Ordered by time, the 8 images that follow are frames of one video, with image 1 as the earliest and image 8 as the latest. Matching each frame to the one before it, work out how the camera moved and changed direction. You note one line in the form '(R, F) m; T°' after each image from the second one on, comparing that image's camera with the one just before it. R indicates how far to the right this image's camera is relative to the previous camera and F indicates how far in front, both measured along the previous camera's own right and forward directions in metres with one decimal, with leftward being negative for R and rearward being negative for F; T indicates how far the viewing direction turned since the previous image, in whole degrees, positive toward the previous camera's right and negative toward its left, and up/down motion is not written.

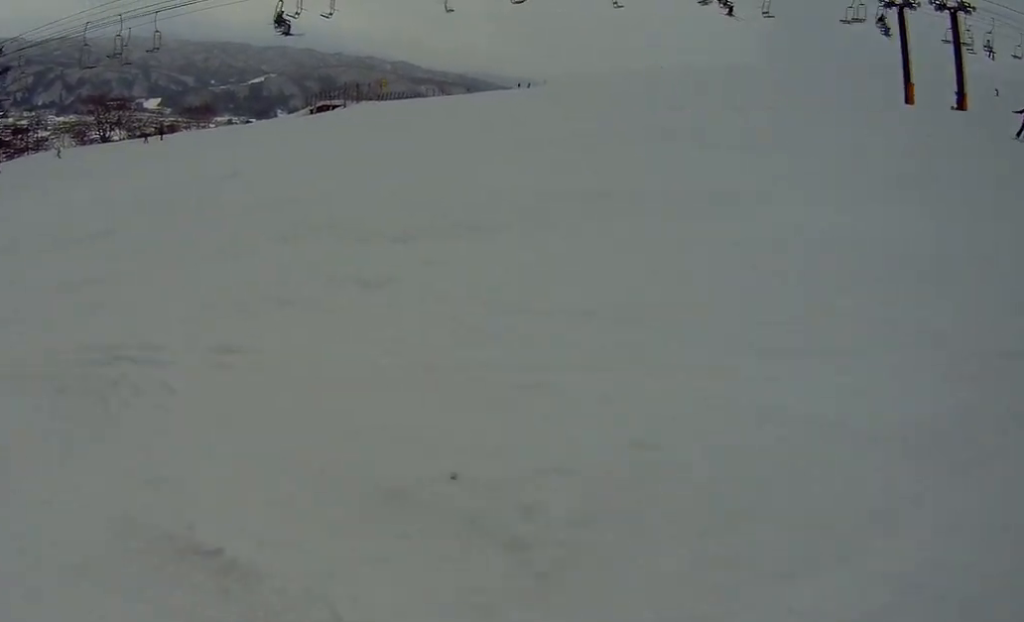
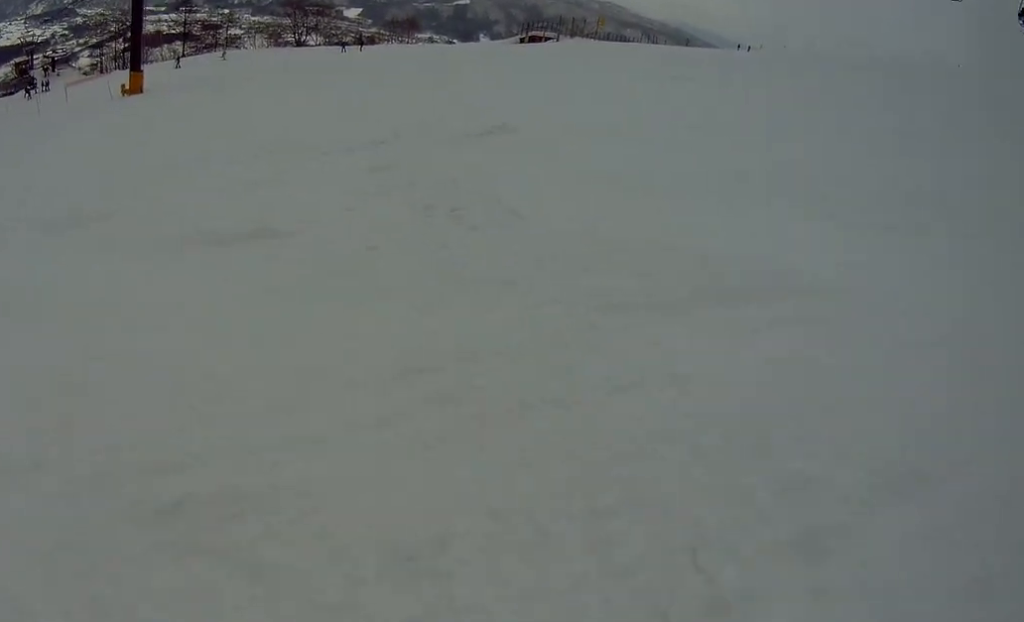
(-0.4, +4.6) m; -7°
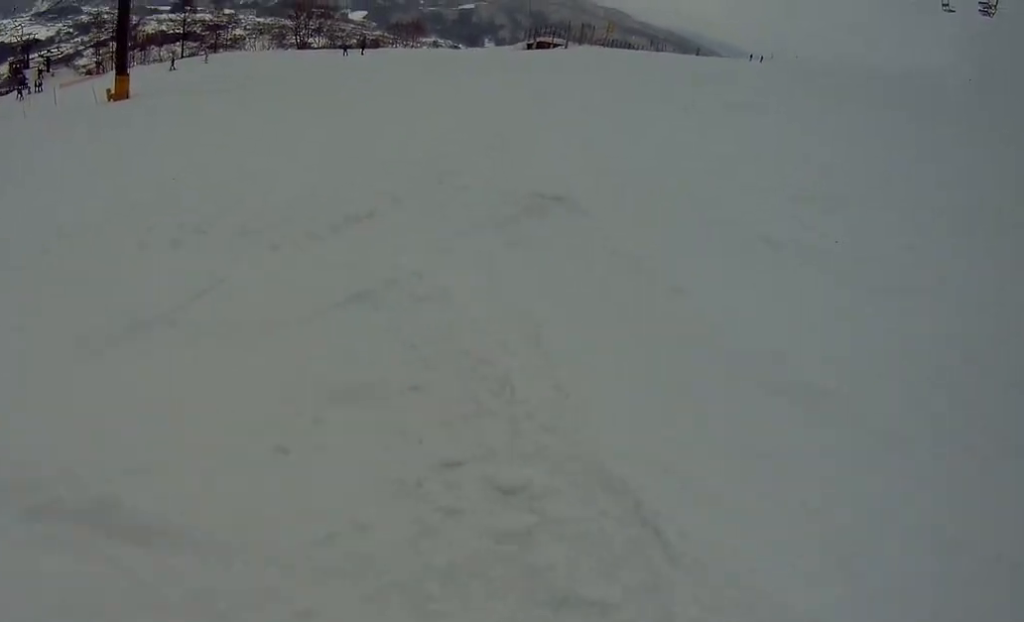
(-0.8, +3.1) m; +1°
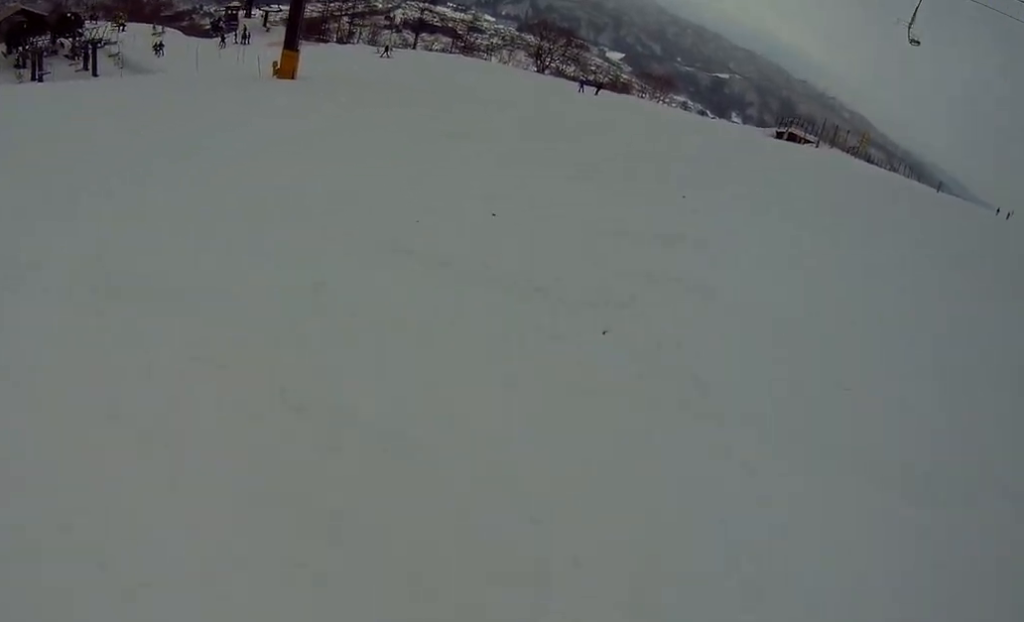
(+0.1, +8.2) m; -18°
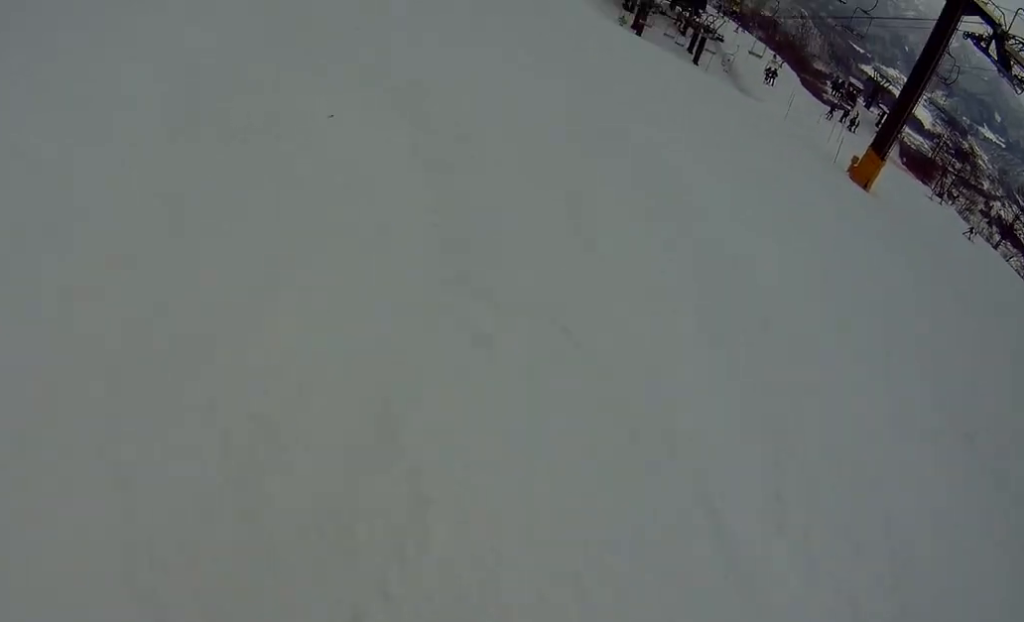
(-1.4, +5.7) m; -21°
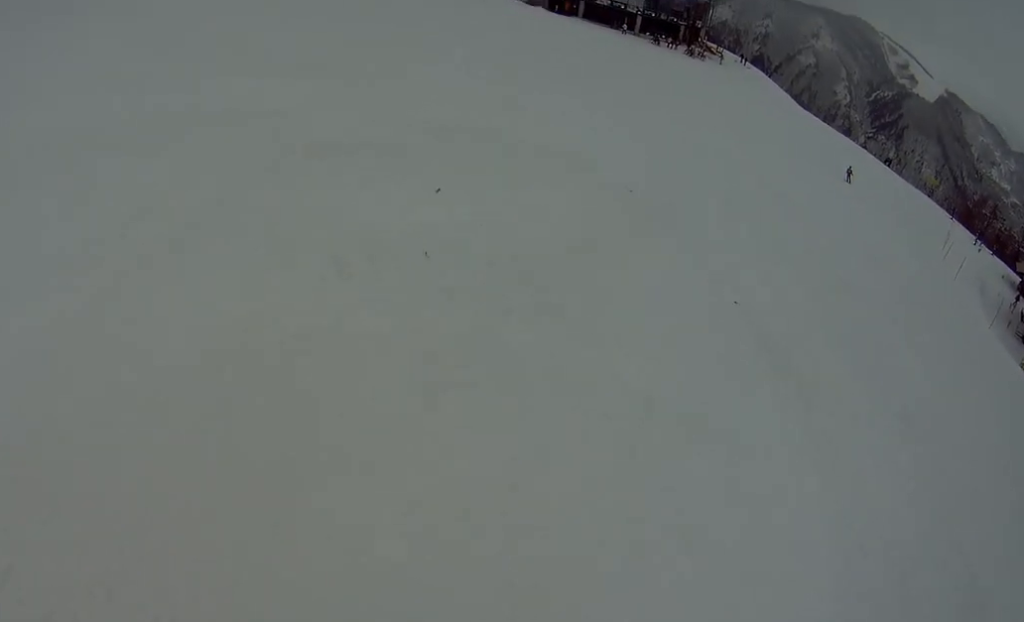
(-2.0, +6.4) m; -43°
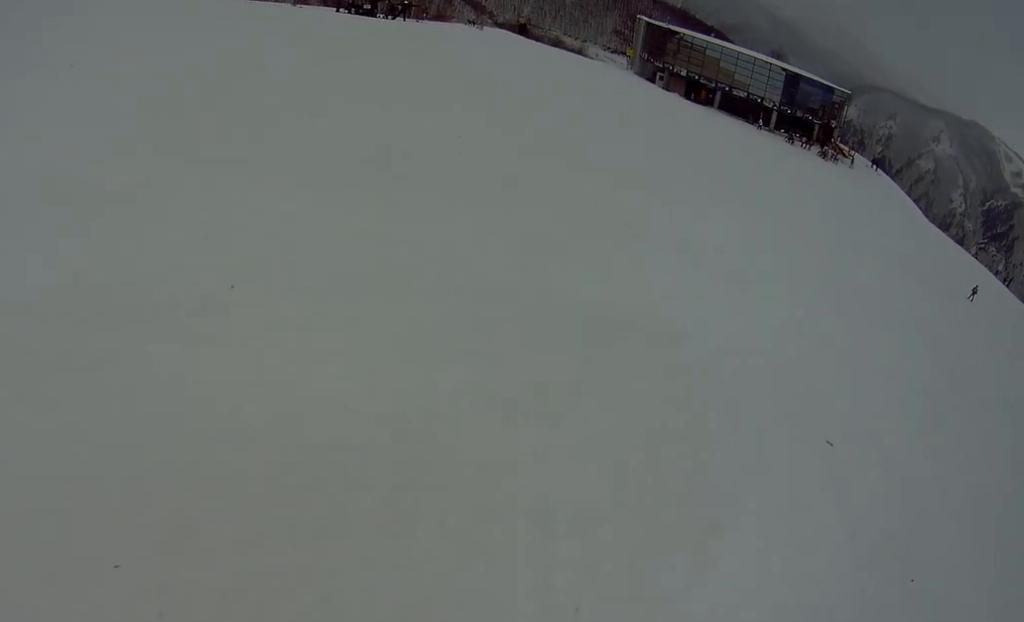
(-0.7, +2.9) m; -4°
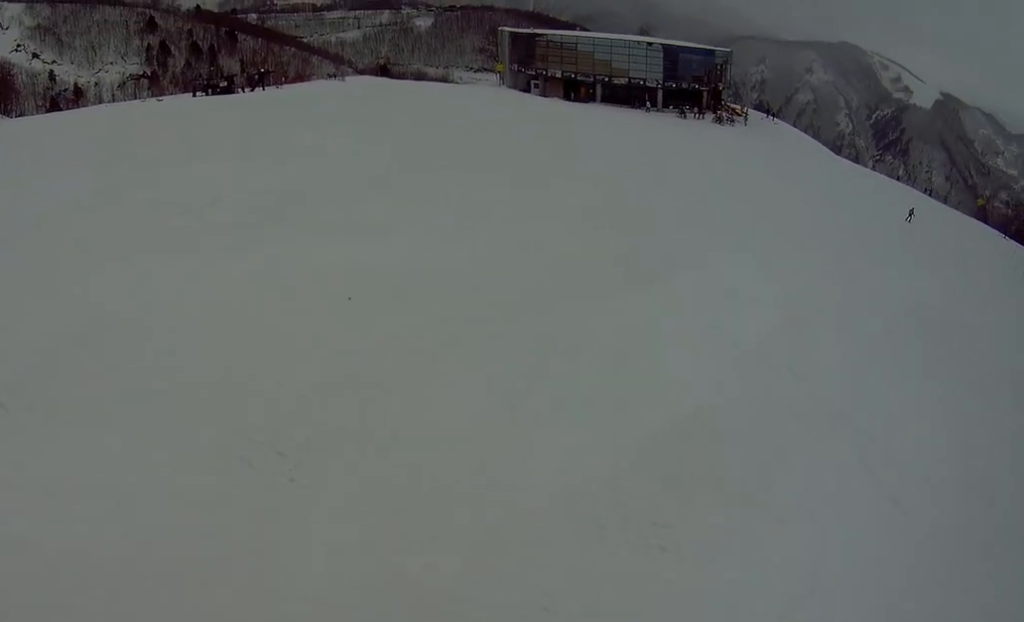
(+0.1, +4.0) m; +13°
